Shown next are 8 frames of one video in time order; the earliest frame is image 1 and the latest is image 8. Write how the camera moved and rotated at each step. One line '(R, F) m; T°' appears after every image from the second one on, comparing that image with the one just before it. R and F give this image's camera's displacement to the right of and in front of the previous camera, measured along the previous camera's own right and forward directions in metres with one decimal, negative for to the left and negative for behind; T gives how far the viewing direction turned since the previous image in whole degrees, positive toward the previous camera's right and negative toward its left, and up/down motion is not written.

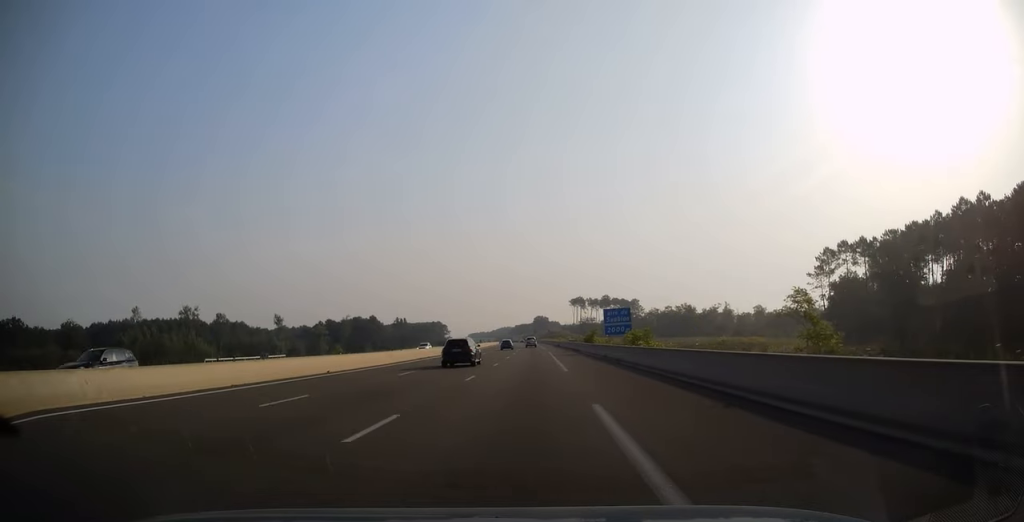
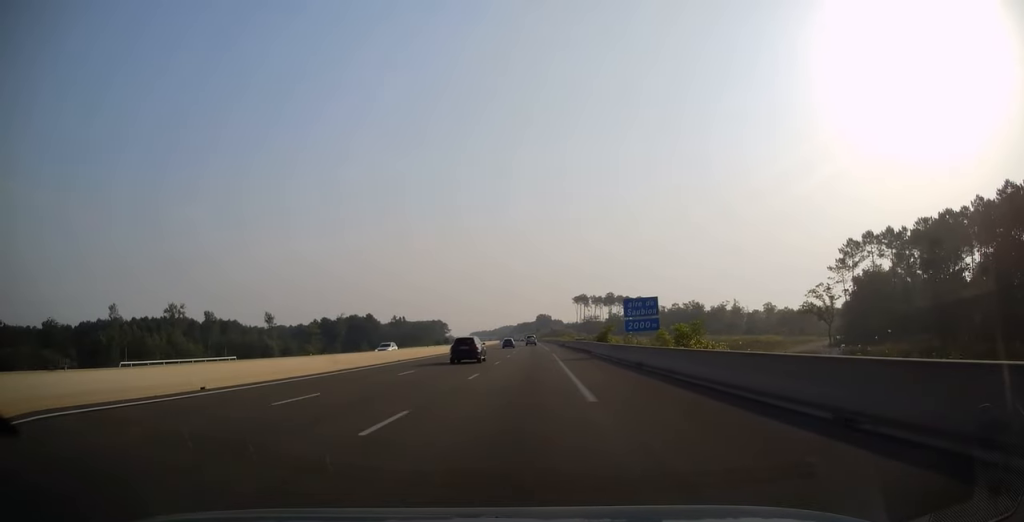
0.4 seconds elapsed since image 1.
(0.0, +12.3) m; 0°
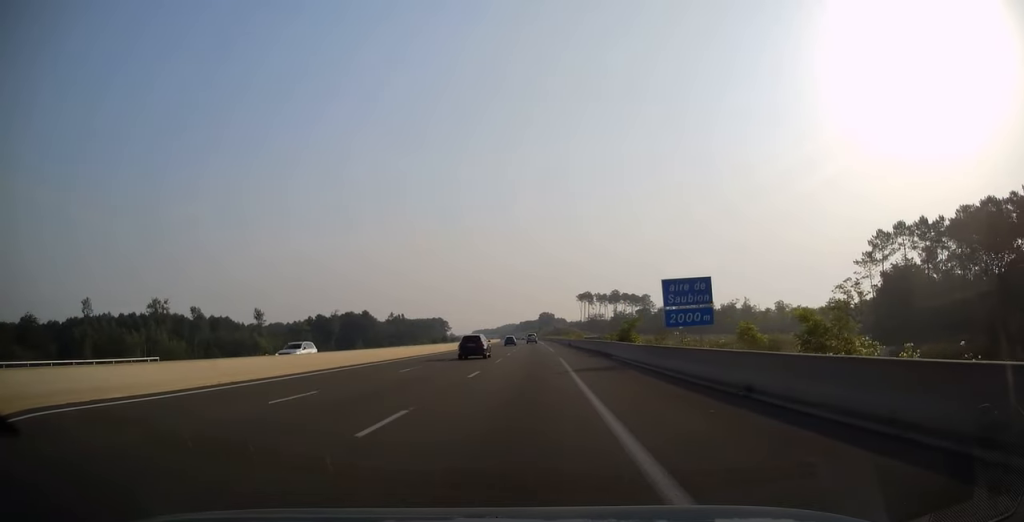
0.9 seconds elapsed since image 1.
(+0.1, +13.3) m; 0°
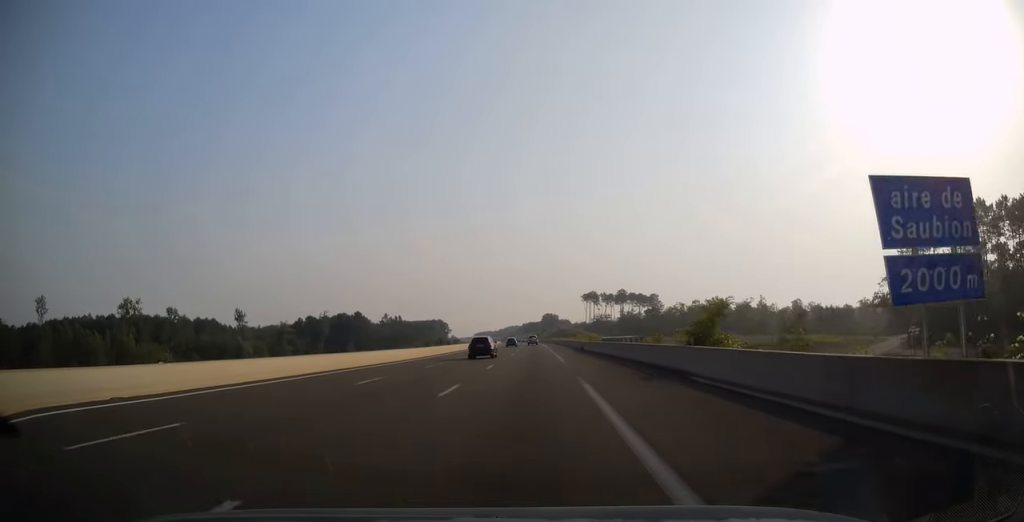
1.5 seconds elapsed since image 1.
(-0.2, +19.7) m; 0°
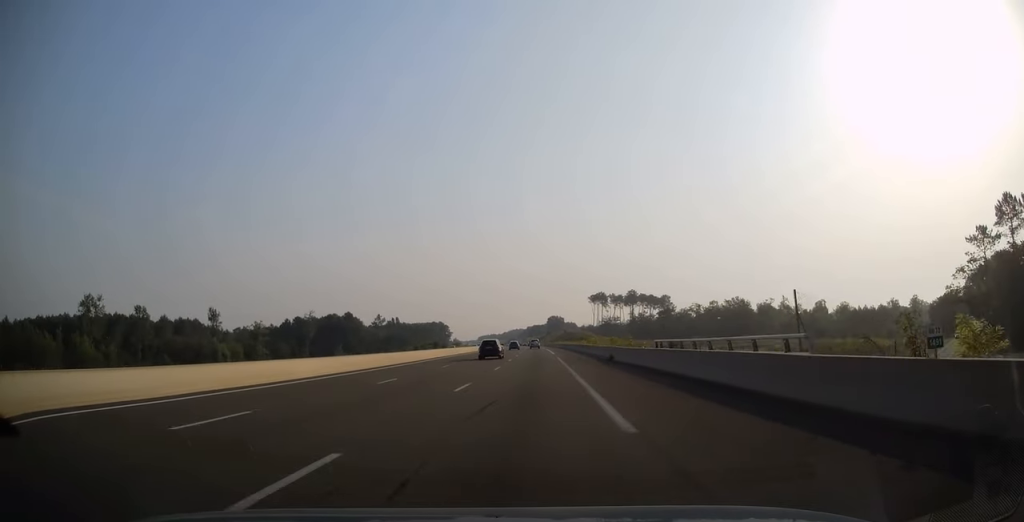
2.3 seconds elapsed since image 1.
(-0.1, +23.7) m; 0°
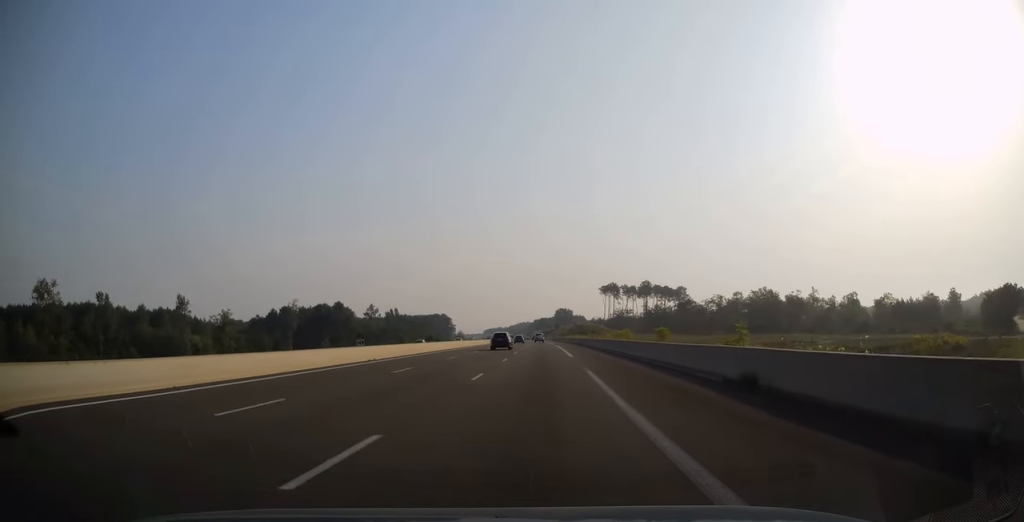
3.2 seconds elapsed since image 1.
(0.0, +25.1) m; 0°
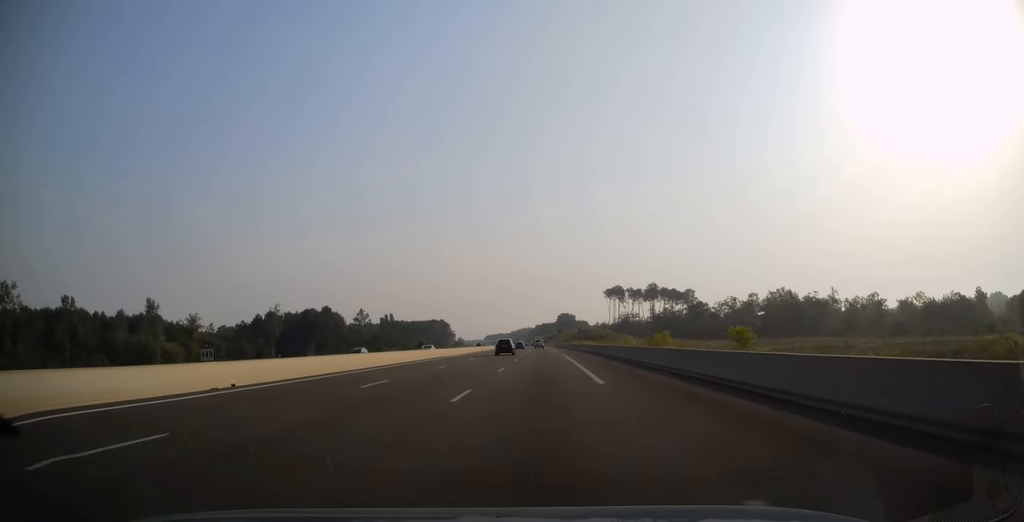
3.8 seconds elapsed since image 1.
(-0.2, +17.7) m; 0°
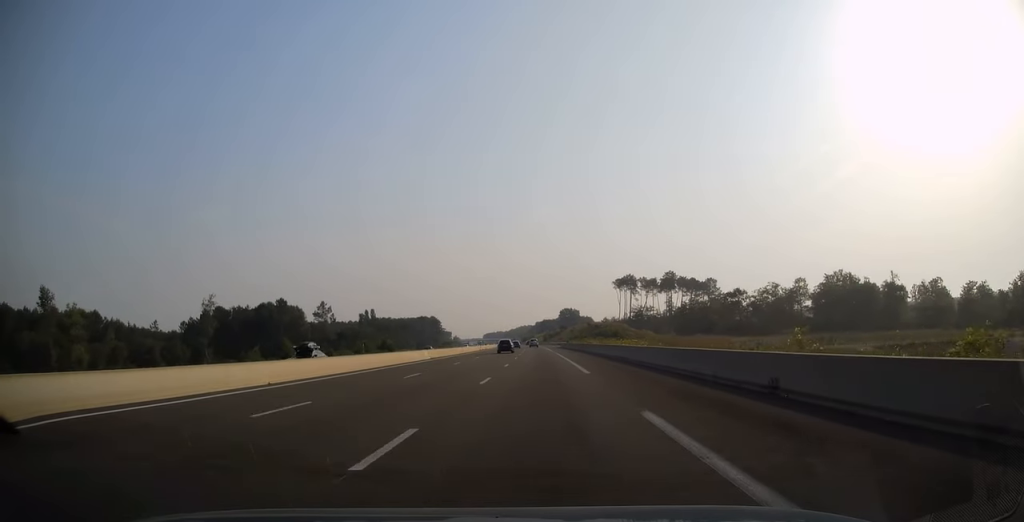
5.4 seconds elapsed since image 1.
(+0.1, +46.3) m; 0°
